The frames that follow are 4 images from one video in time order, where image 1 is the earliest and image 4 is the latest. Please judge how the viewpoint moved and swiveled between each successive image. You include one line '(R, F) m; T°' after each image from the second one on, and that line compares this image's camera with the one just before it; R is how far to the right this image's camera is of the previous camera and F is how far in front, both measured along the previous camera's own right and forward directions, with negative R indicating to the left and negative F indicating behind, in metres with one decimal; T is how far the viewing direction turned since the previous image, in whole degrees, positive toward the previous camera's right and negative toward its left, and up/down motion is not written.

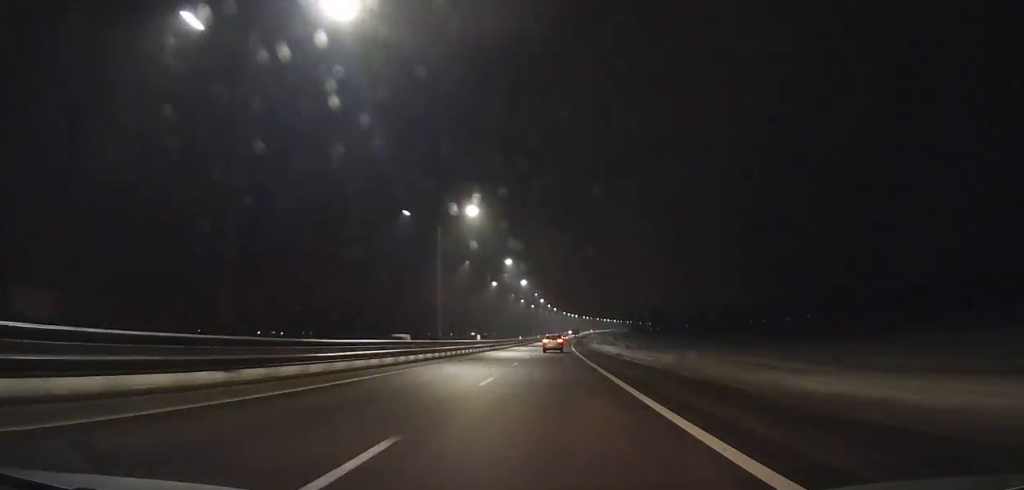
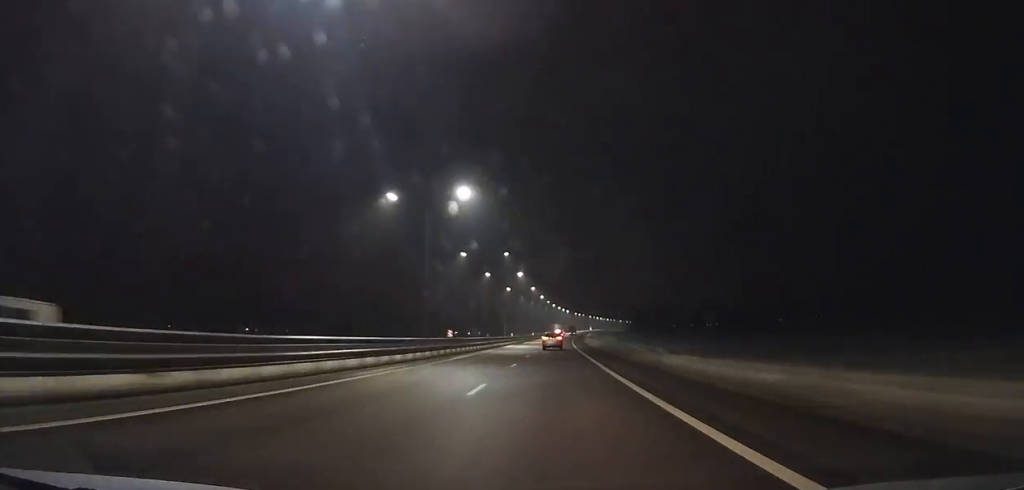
(+0.8, +63.4) m; +1°
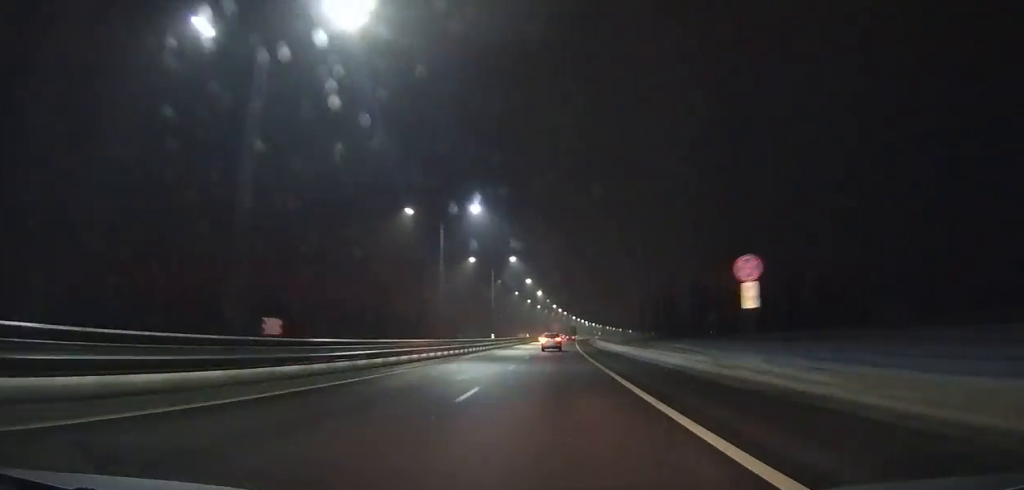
(+4.5, +167.9) m; +3°
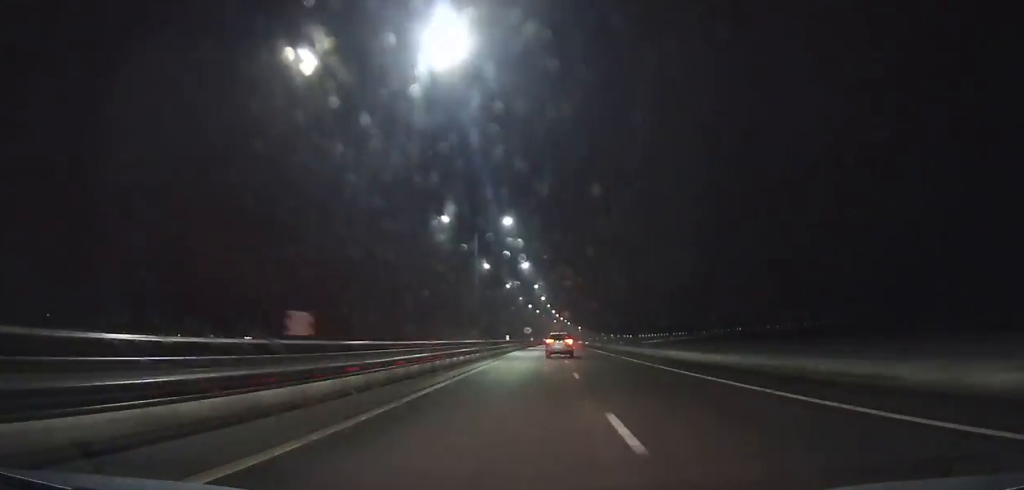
(+24.4, +383.8) m; +9°
